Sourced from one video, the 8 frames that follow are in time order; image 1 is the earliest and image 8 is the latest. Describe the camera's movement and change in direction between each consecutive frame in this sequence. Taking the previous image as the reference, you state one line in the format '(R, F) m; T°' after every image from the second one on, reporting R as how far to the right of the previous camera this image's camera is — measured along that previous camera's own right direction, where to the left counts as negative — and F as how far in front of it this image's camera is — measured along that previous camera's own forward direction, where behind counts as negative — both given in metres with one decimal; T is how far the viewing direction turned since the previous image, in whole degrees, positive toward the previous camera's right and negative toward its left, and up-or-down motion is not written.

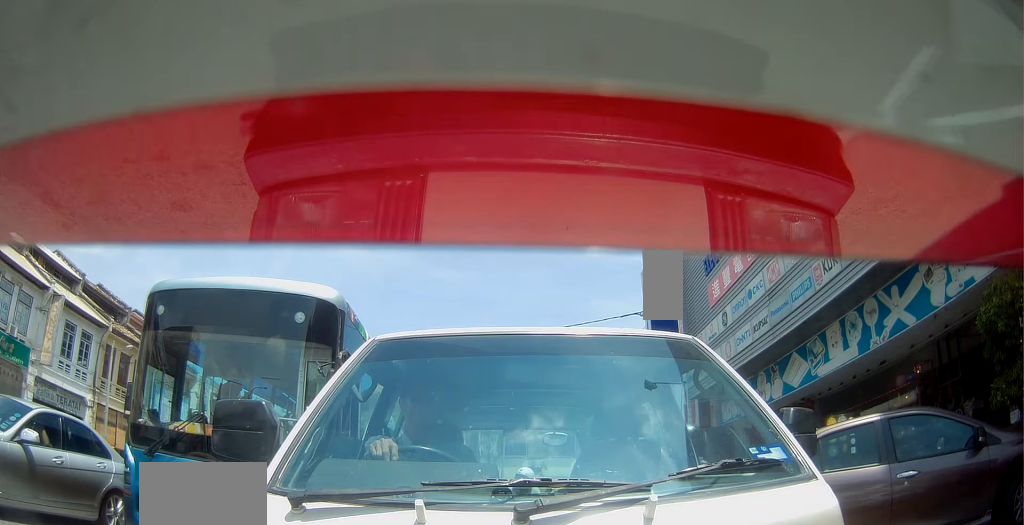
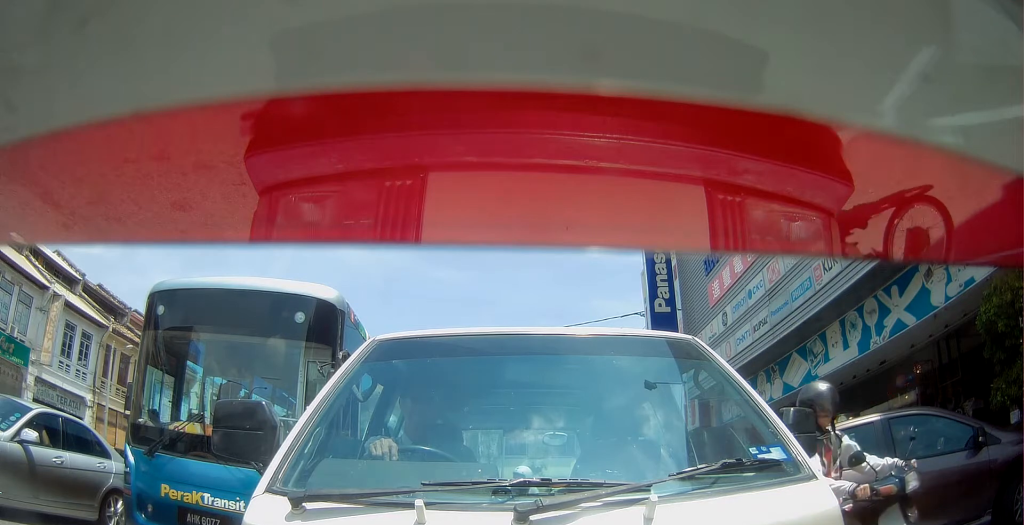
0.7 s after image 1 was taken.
(0.0, 0.0) m; 0°
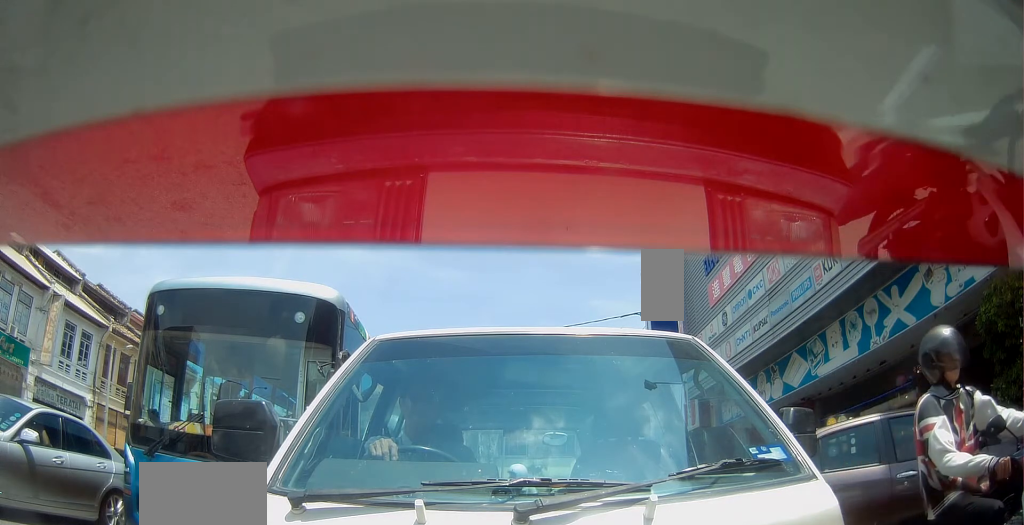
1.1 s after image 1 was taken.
(0.0, 0.0) m; 0°
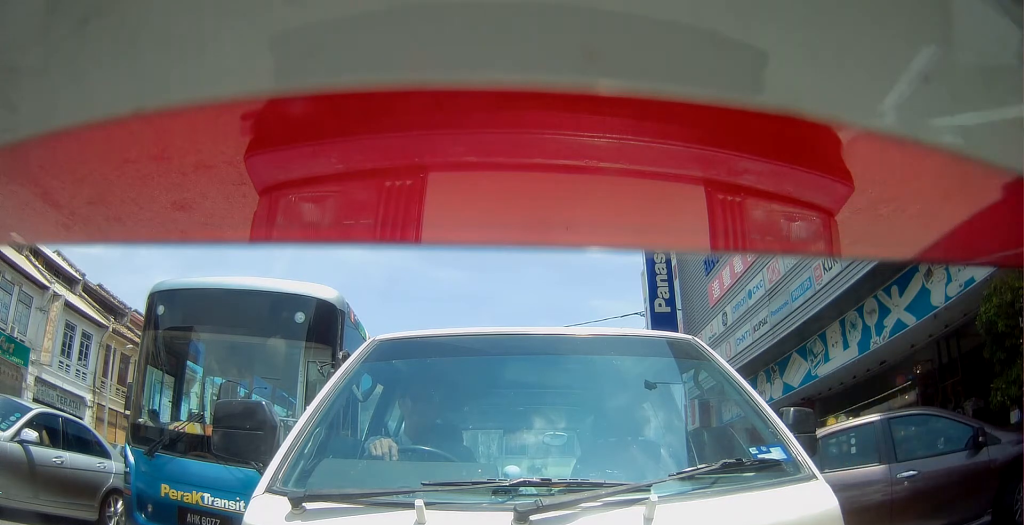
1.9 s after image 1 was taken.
(0.0, 0.0) m; 0°
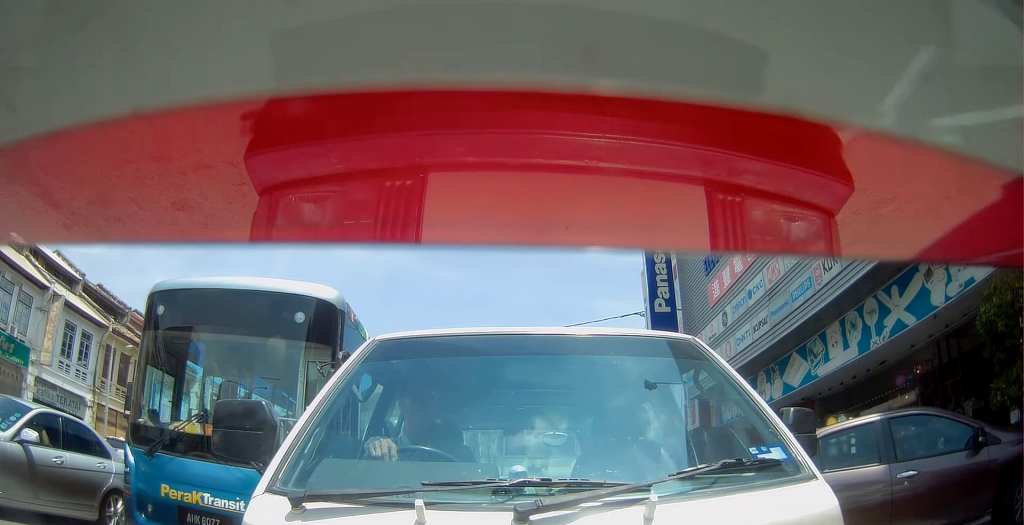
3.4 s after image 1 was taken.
(0.0, 0.0) m; 0°
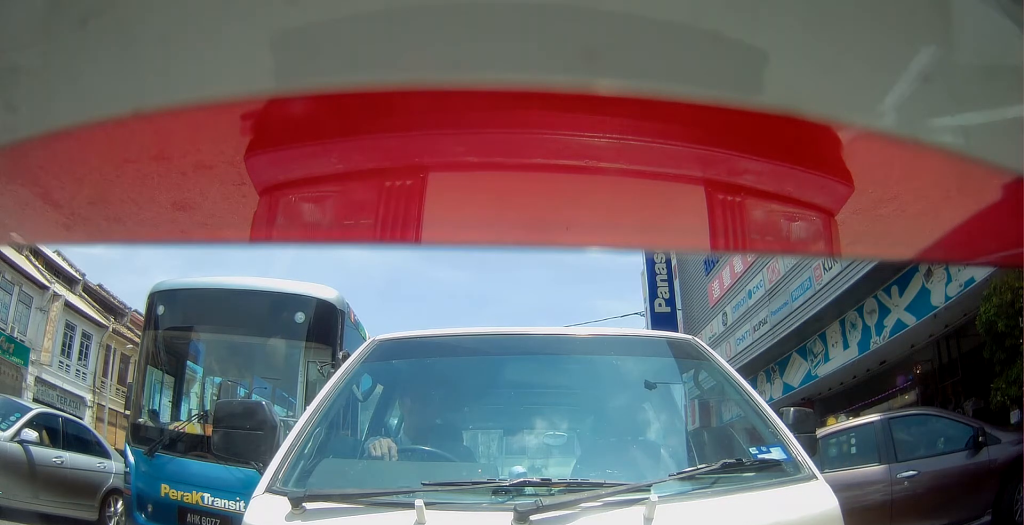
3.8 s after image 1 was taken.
(0.0, 0.0) m; 0°
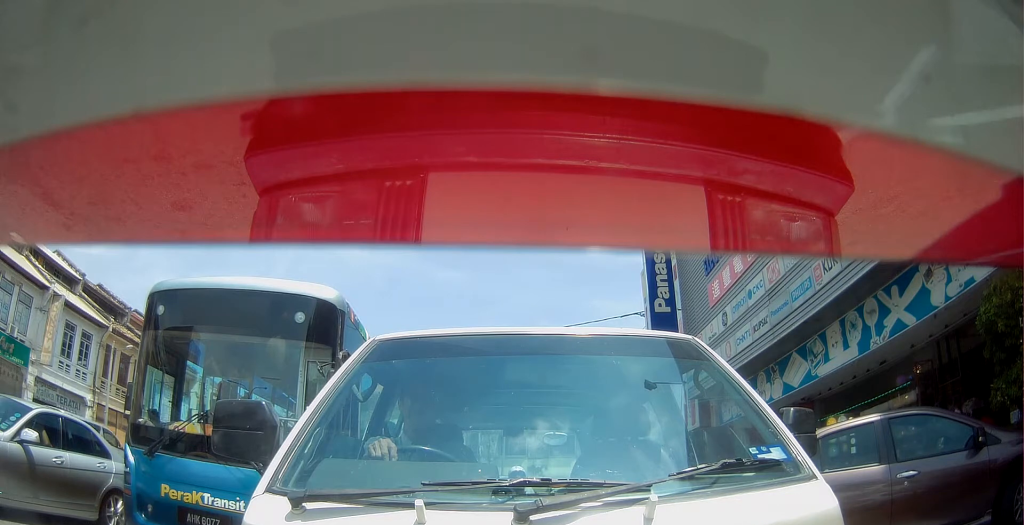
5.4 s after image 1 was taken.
(0.0, 0.0) m; 0°
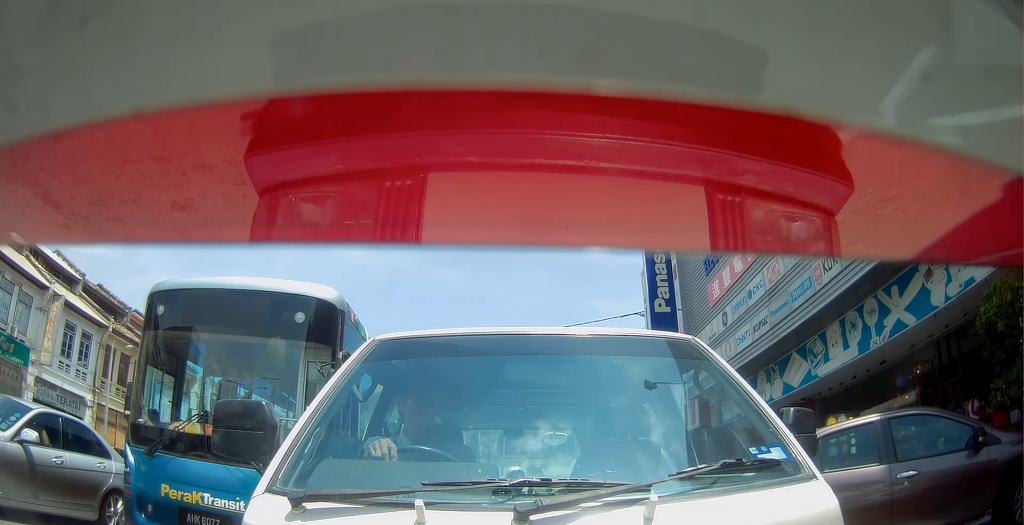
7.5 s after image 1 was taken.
(0.0, 0.0) m; 0°
